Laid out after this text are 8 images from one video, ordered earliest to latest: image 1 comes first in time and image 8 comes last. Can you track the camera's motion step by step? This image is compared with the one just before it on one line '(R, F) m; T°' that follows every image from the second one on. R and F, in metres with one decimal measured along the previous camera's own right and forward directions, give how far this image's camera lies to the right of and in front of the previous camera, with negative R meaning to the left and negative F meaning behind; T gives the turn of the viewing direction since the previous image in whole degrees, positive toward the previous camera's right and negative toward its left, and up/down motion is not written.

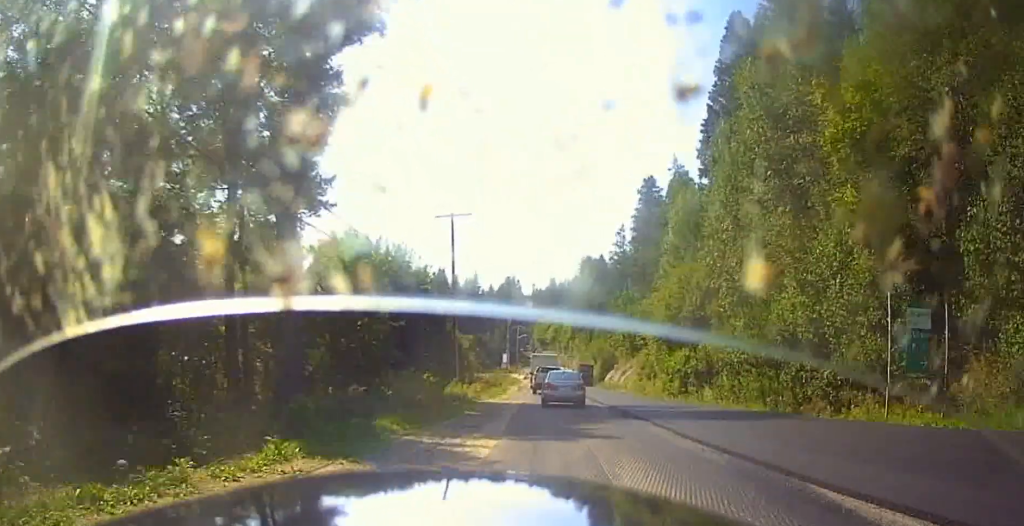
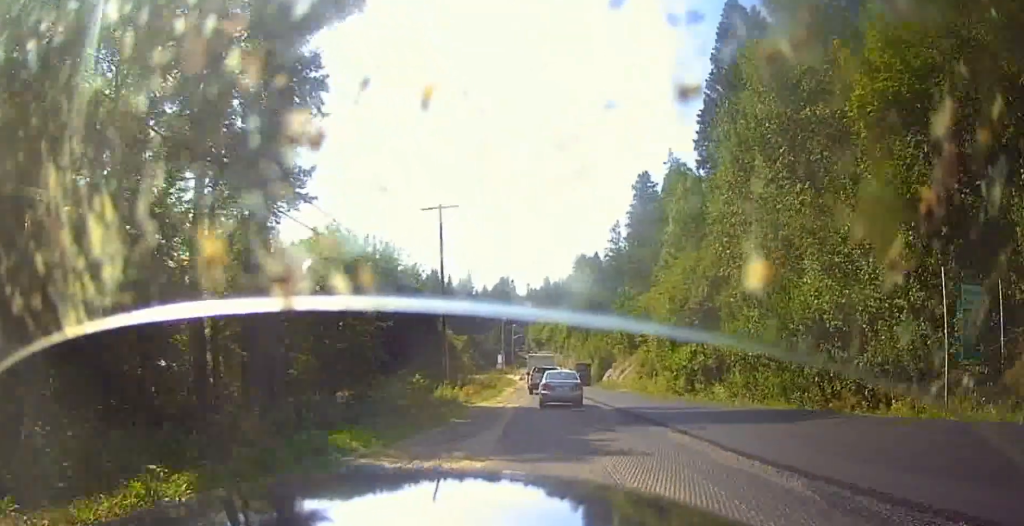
(0.0, +3.2) m; 0°
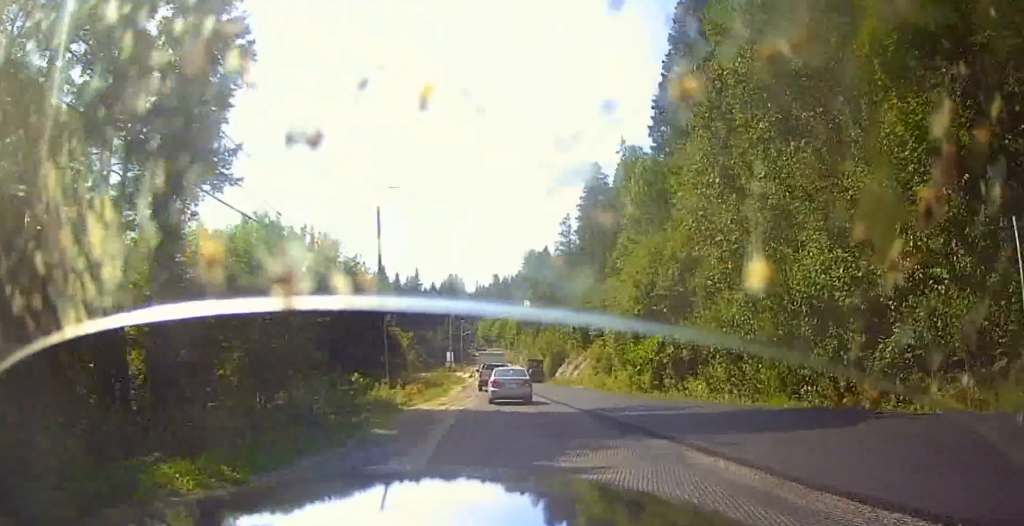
(0.0, +4.1) m; -2°
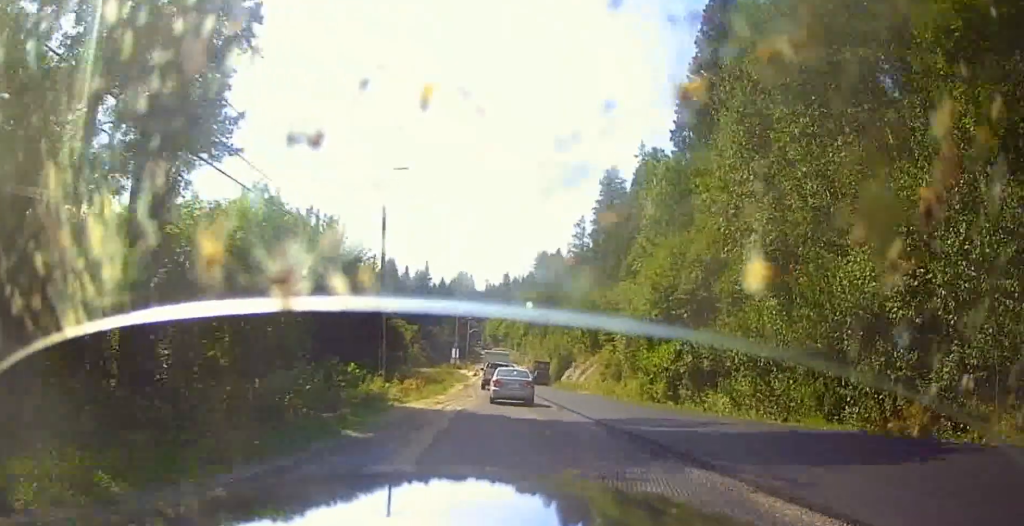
(0.0, +2.3) m; -1°
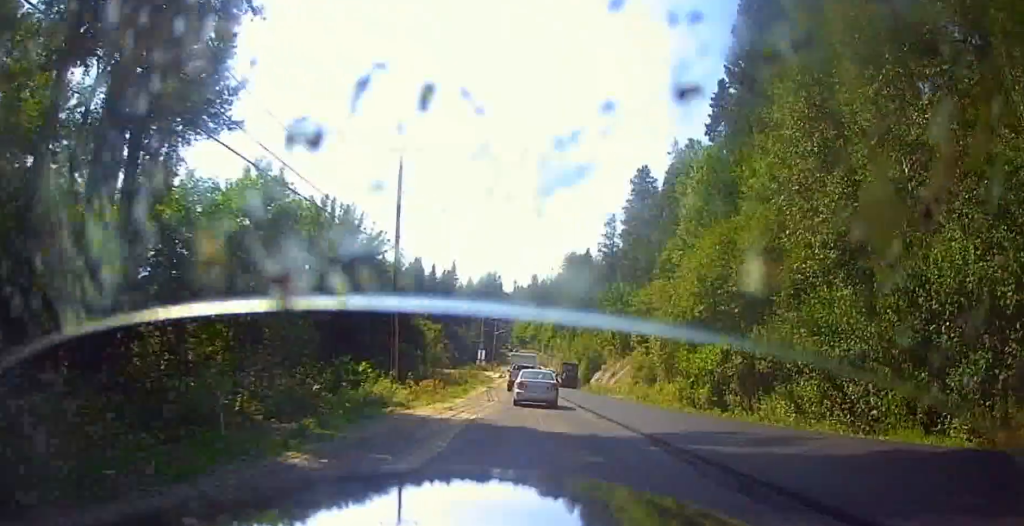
(-0.1, +3.6) m; -2°
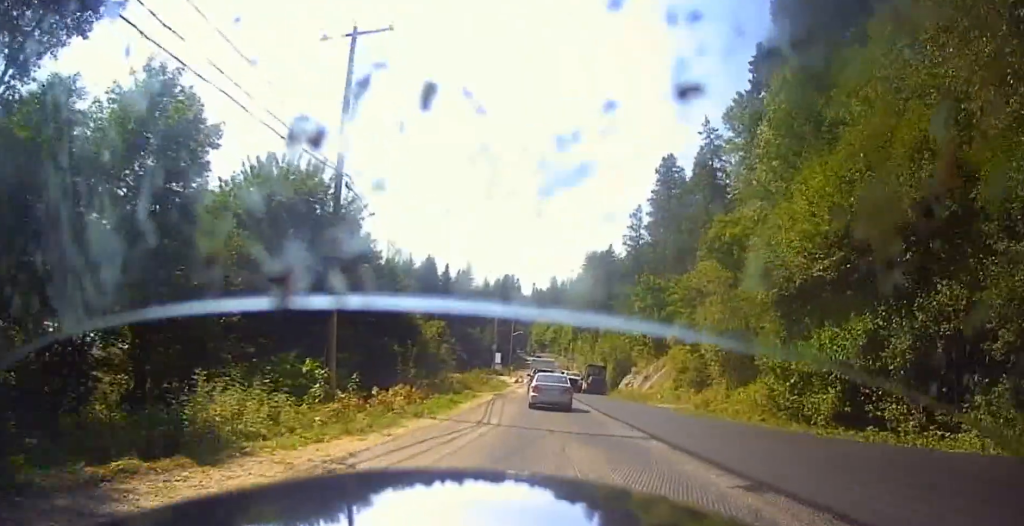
(+0.5, +12.8) m; +1°
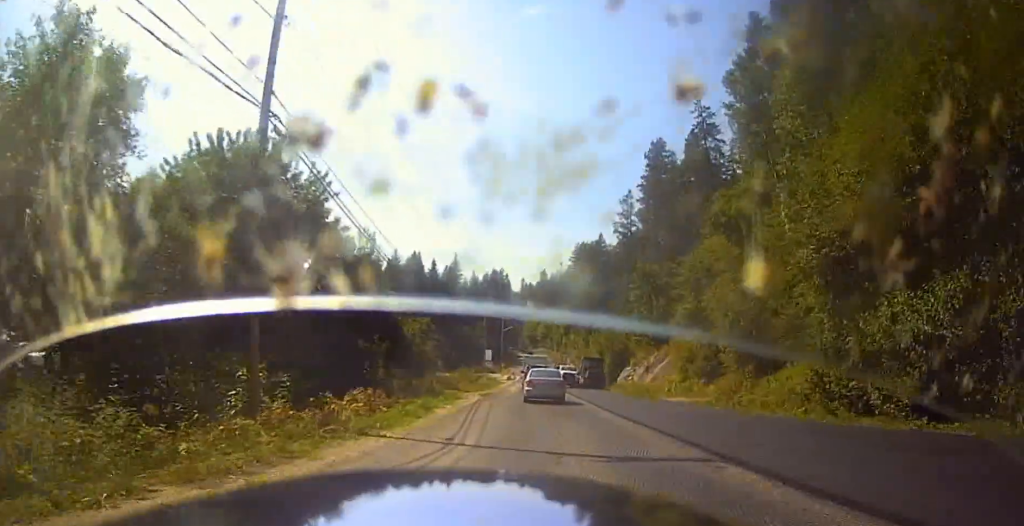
(-0.5, +5.5) m; 0°
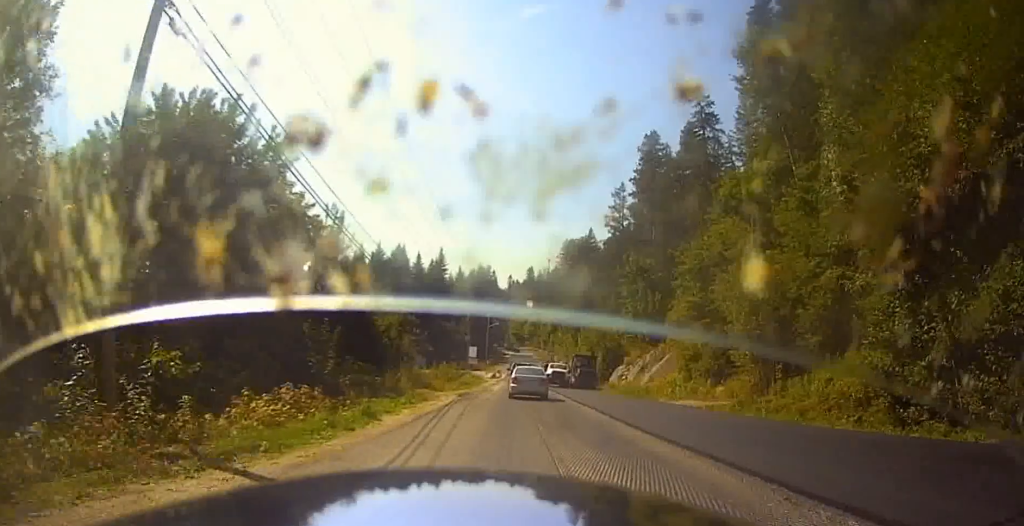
(+0.4, +5.9) m; +4°
